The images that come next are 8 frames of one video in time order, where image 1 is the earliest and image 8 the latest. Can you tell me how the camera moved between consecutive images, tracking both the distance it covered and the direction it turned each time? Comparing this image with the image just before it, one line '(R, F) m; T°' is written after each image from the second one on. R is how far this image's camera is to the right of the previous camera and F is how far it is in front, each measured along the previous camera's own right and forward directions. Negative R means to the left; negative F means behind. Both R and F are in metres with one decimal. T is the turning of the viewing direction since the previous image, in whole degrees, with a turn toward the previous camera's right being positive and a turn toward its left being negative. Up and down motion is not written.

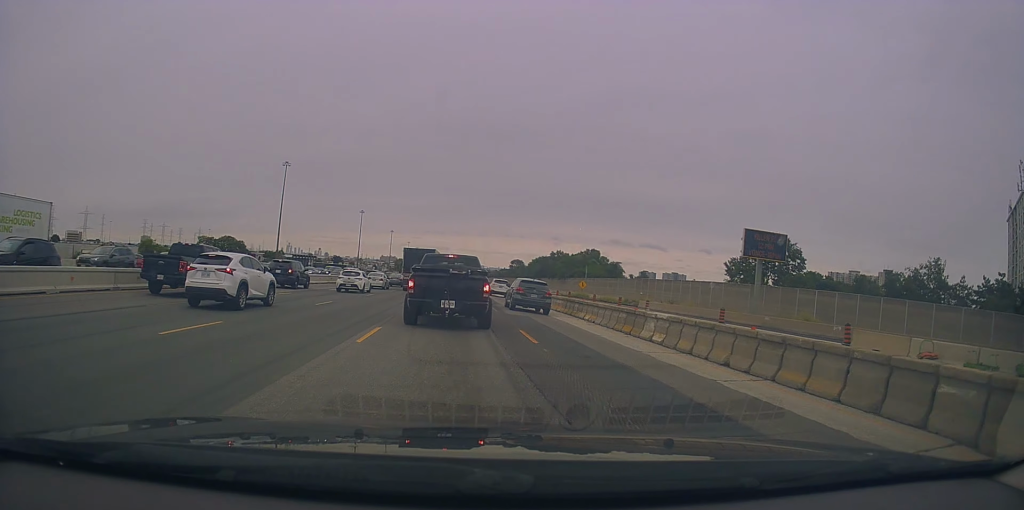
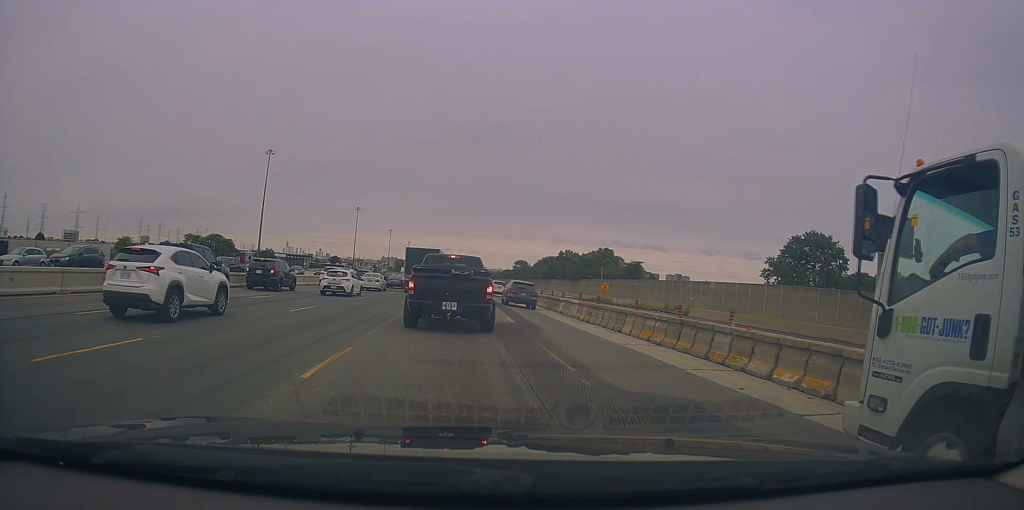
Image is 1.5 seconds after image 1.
(-0.5, +15.6) m; -3°
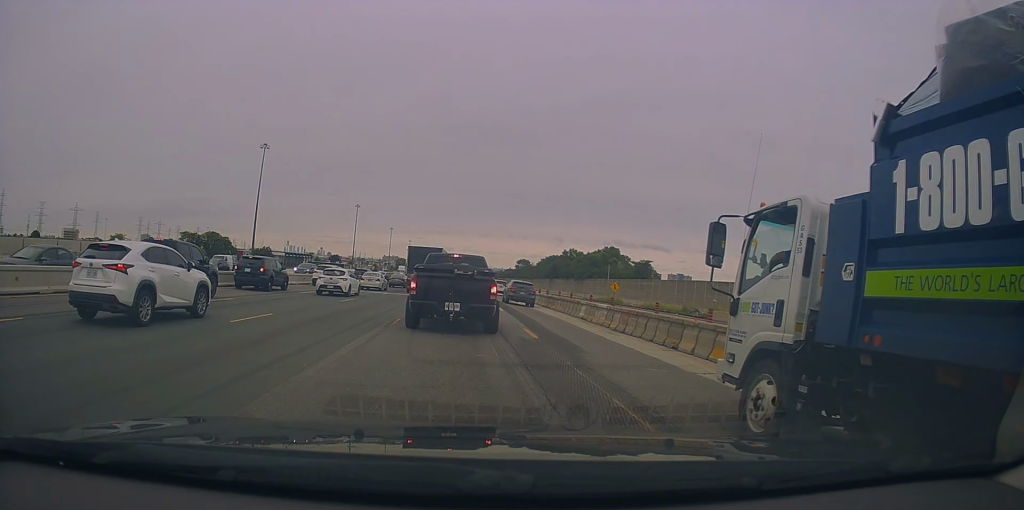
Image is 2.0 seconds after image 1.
(-0.3, +5.1) m; 0°
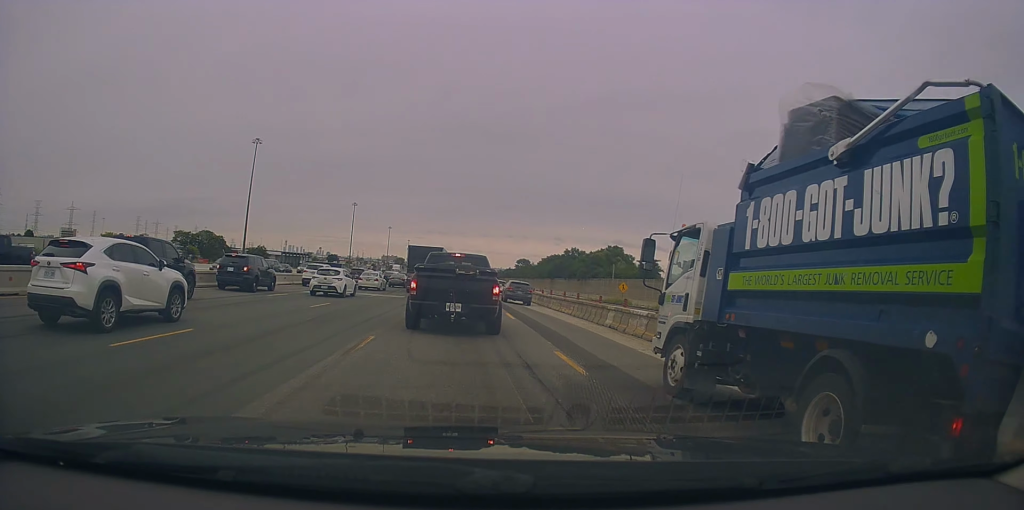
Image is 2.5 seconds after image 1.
(+0.3, +5.0) m; 0°
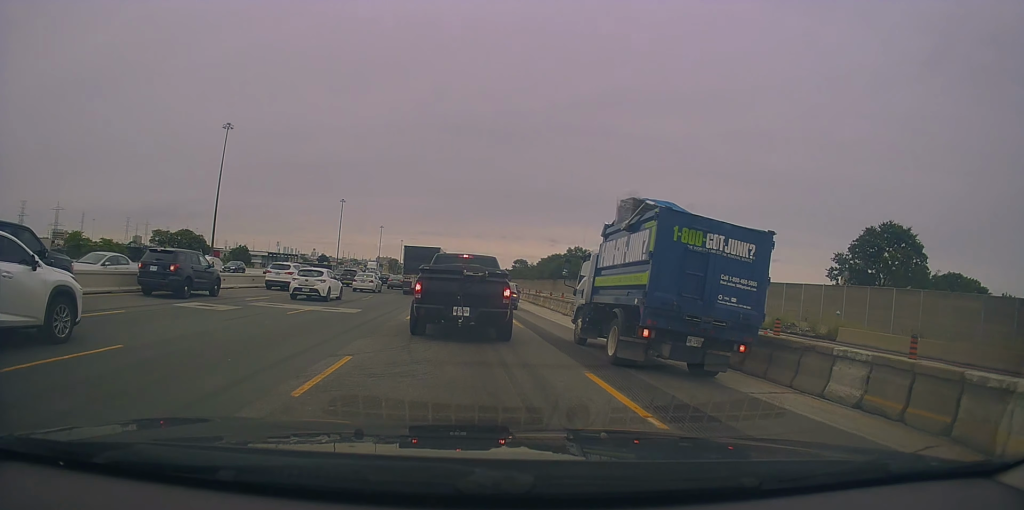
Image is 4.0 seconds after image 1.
(-0.3, +14.6) m; -2°
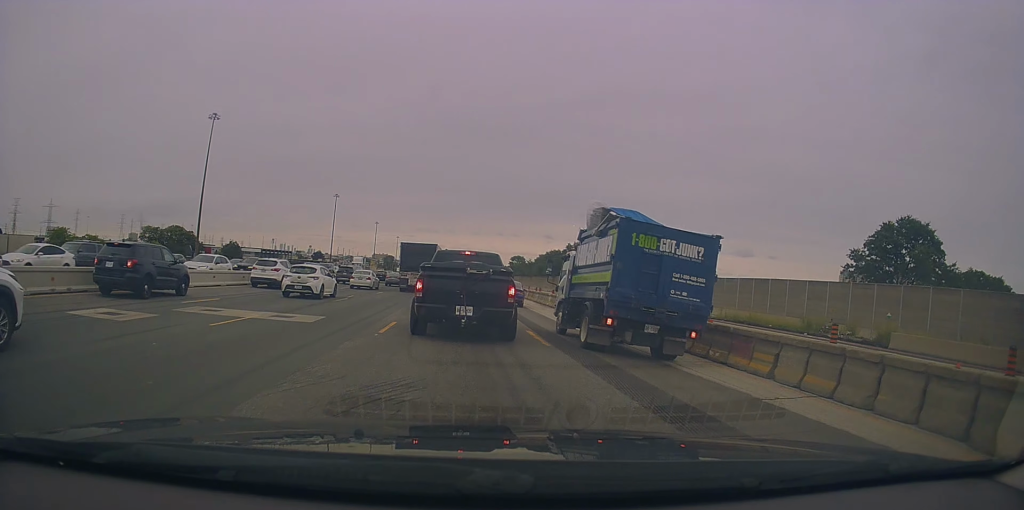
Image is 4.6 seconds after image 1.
(+0.1, +5.3) m; +2°
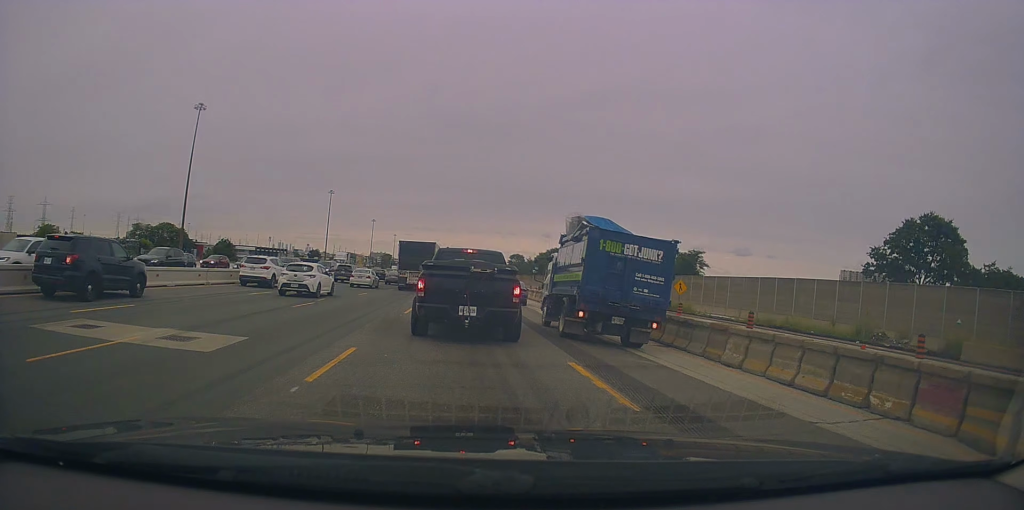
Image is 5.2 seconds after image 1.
(+0.1, +5.8) m; +2°
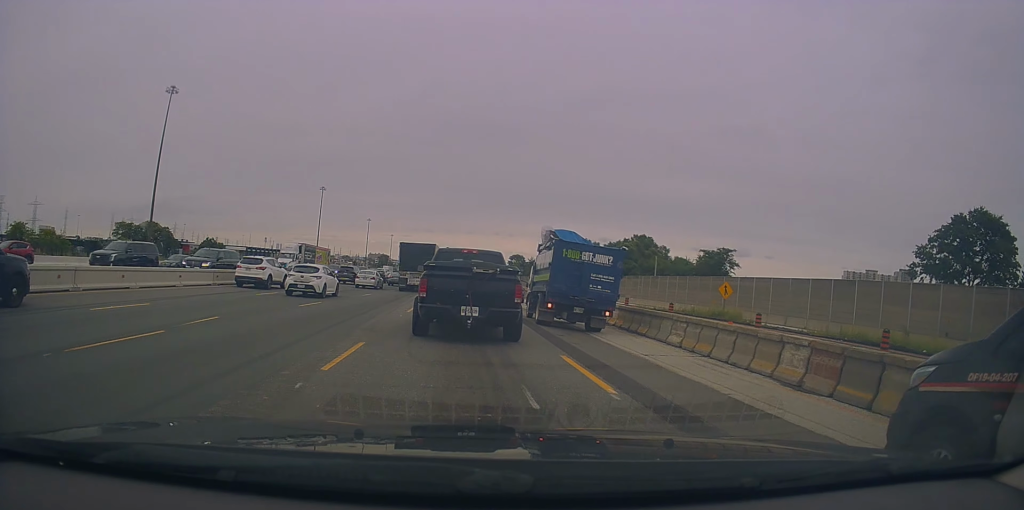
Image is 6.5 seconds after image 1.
(+0.1, +11.2) m; -1°
